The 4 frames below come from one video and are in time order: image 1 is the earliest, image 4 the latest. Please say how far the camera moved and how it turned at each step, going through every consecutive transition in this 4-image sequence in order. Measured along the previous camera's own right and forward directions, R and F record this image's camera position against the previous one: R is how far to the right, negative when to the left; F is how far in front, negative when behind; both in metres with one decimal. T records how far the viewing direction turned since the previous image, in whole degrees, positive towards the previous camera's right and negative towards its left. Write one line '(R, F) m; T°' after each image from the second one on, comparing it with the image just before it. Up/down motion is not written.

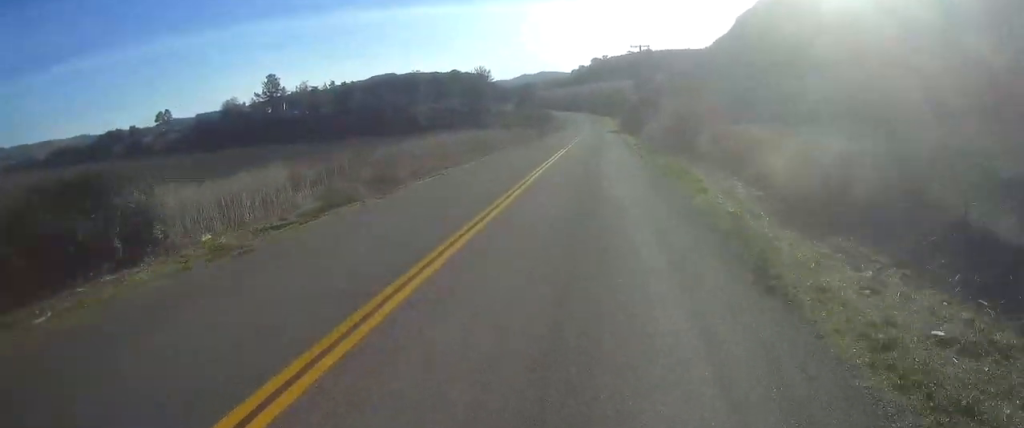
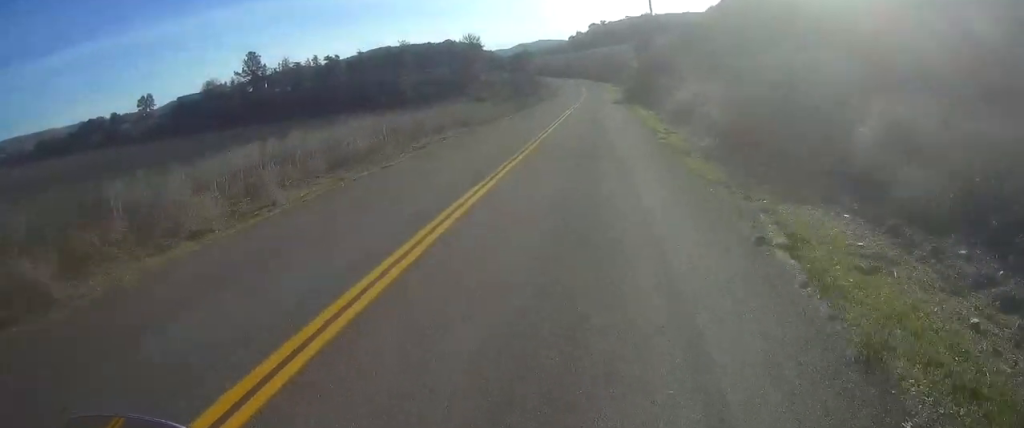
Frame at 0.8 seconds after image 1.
(0.0, +19.9) m; 0°
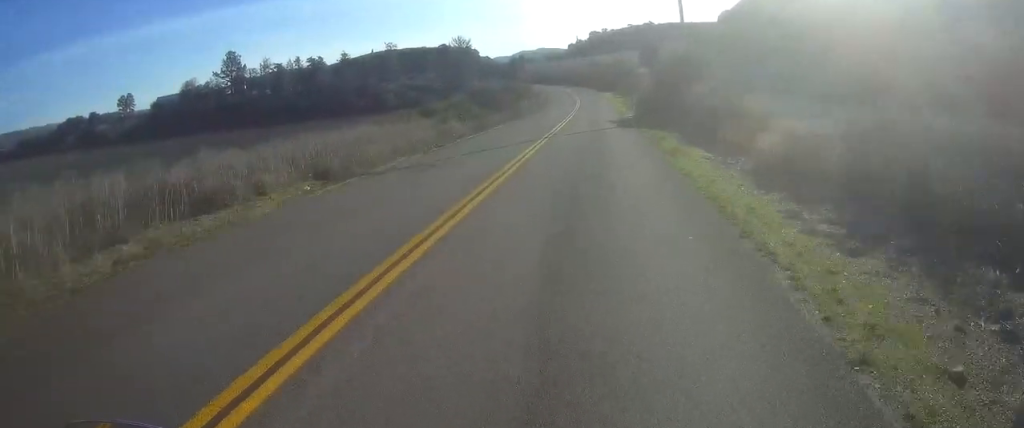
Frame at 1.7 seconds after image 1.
(-0.1, +21.2) m; -1°
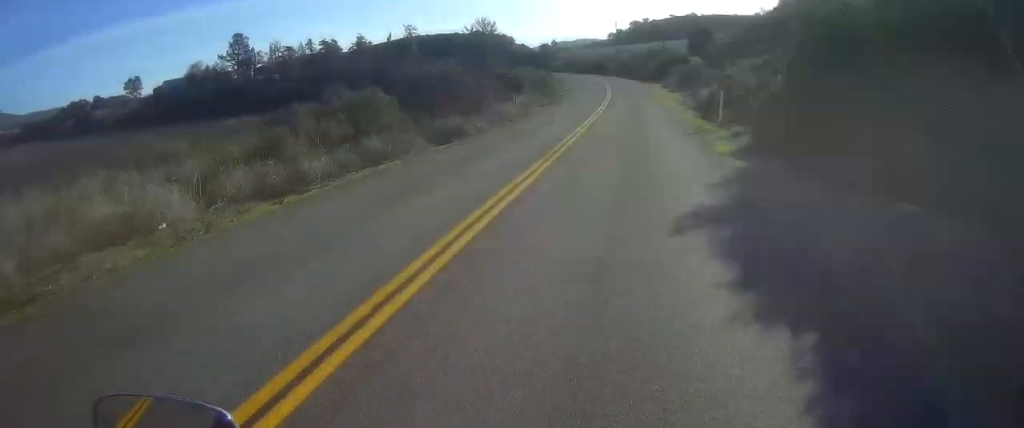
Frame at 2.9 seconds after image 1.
(-0.1, +29.4) m; 0°
